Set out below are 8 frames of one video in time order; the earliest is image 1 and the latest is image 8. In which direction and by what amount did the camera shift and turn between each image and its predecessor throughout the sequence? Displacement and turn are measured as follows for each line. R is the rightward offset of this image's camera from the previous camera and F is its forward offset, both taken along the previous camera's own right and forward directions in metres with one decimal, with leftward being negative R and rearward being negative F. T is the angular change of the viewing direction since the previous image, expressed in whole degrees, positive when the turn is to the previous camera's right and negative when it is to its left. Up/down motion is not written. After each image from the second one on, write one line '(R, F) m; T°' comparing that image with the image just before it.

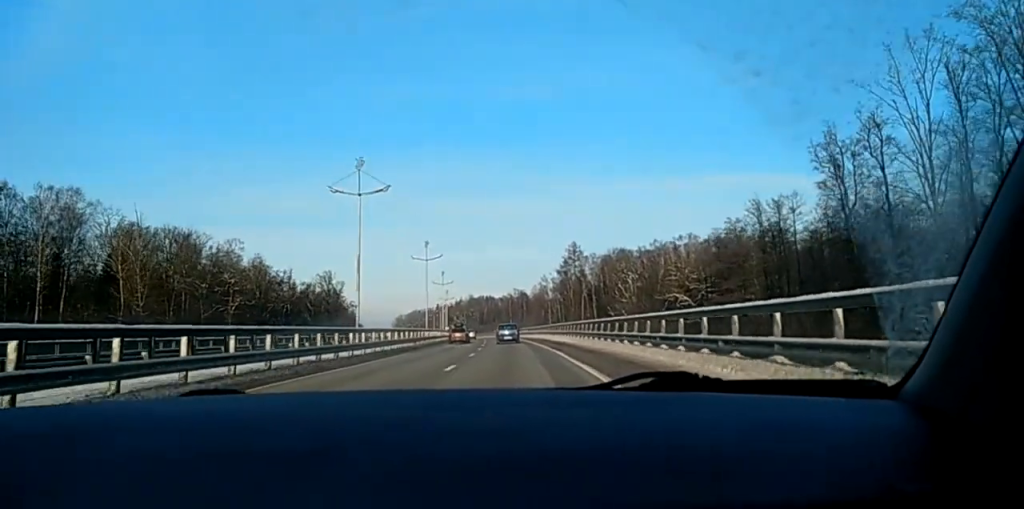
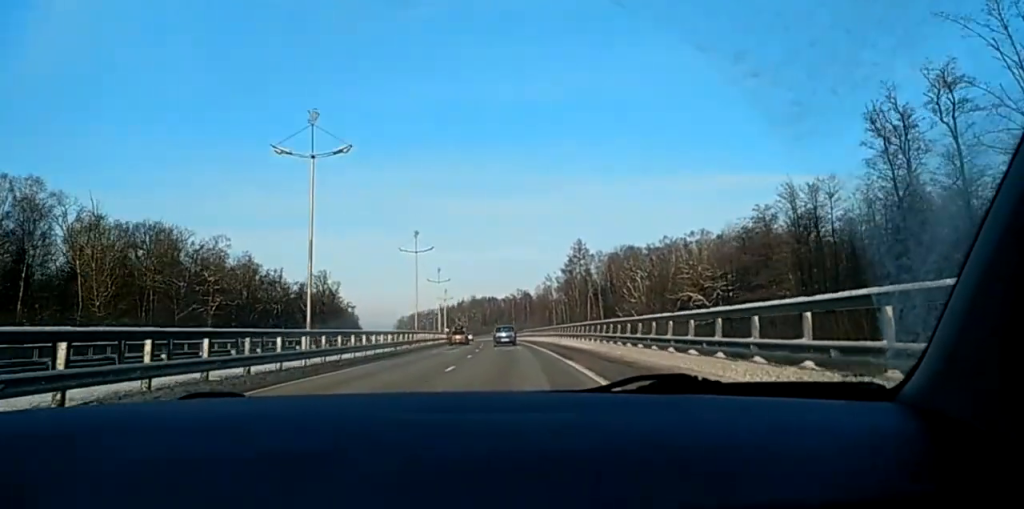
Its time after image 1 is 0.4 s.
(0.0, +10.6) m; +1°
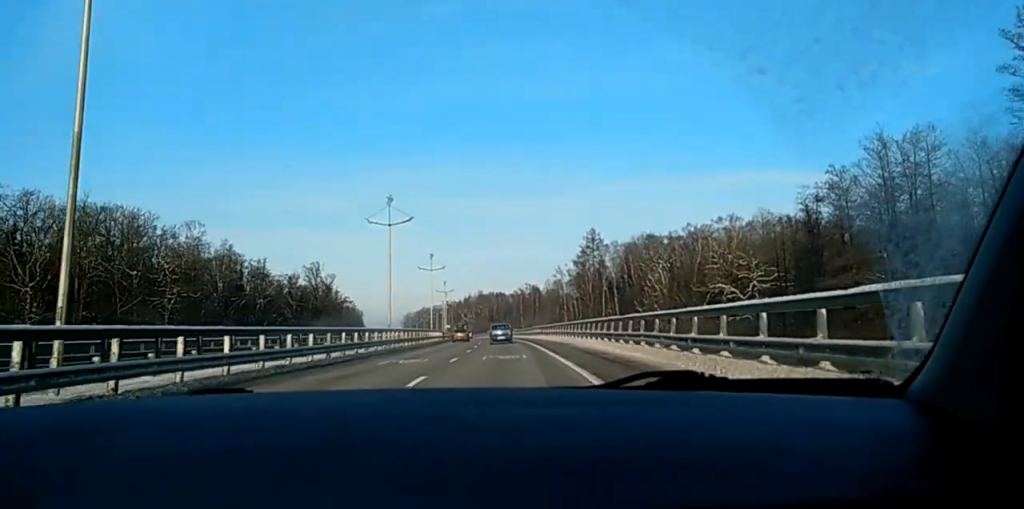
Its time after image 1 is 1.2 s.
(+0.3, +19.5) m; +1°
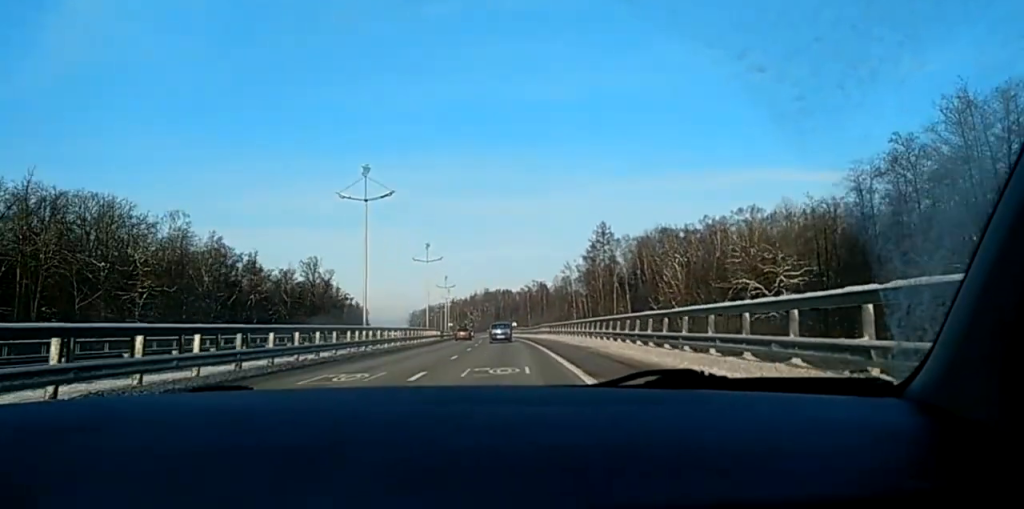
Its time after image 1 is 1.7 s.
(+0.1, +10.8) m; +1°
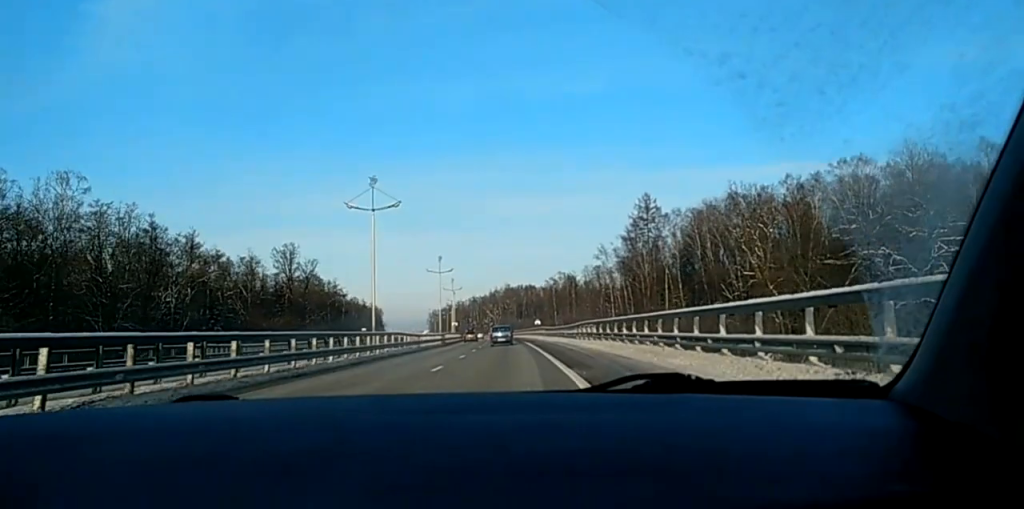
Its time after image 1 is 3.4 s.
(-0.7, +42.6) m; -1°
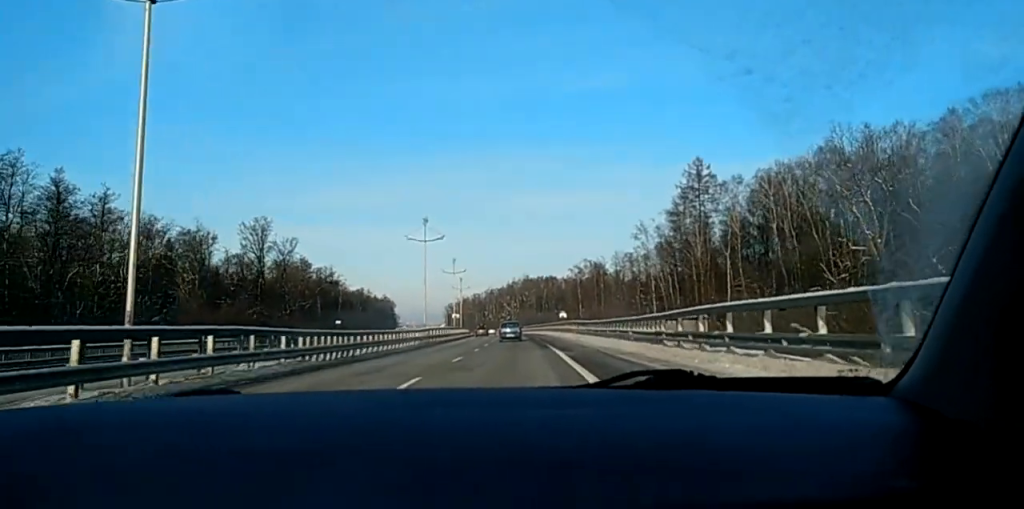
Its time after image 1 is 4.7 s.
(+0.3, +32.4) m; -1°
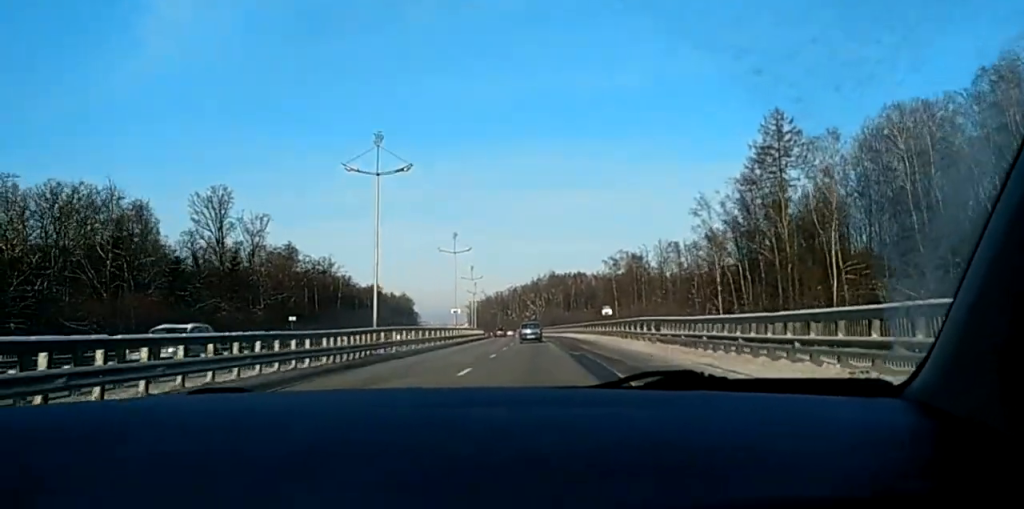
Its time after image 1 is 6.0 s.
(-0.9, +32.8) m; -2°
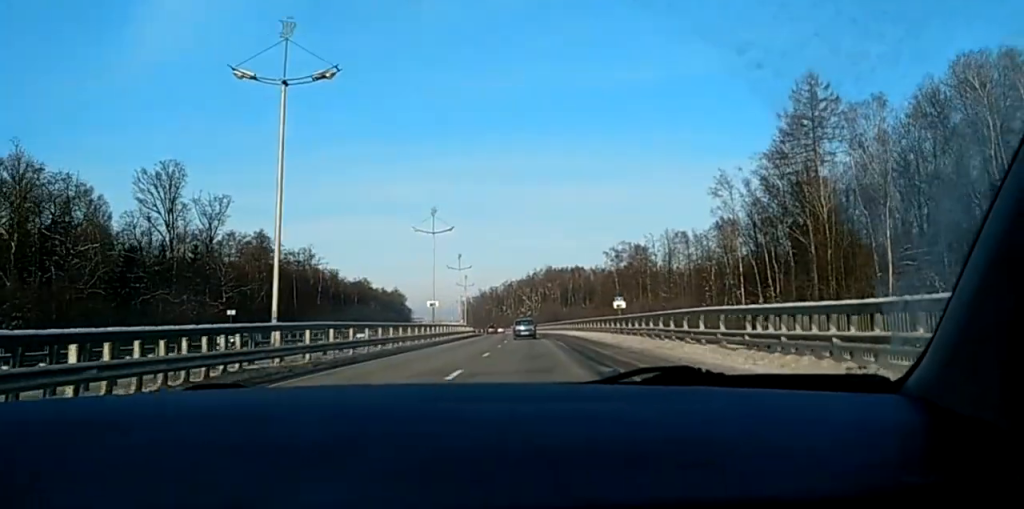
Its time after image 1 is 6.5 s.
(+0.1, +14.4) m; -1°
